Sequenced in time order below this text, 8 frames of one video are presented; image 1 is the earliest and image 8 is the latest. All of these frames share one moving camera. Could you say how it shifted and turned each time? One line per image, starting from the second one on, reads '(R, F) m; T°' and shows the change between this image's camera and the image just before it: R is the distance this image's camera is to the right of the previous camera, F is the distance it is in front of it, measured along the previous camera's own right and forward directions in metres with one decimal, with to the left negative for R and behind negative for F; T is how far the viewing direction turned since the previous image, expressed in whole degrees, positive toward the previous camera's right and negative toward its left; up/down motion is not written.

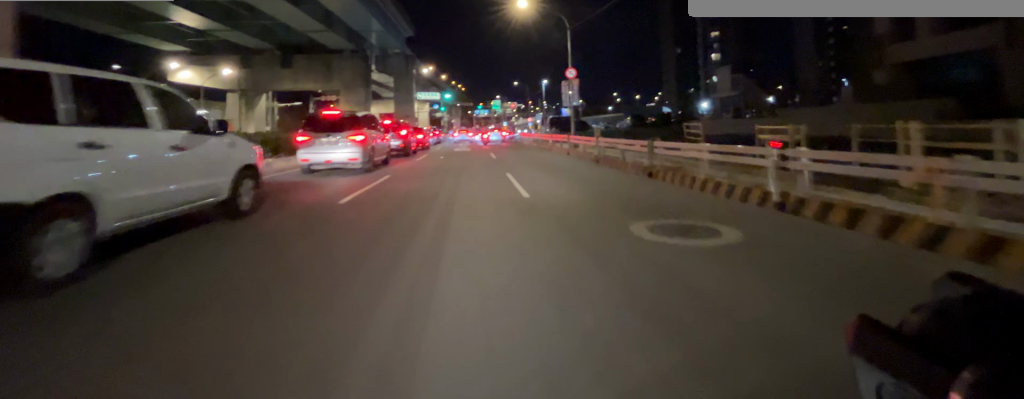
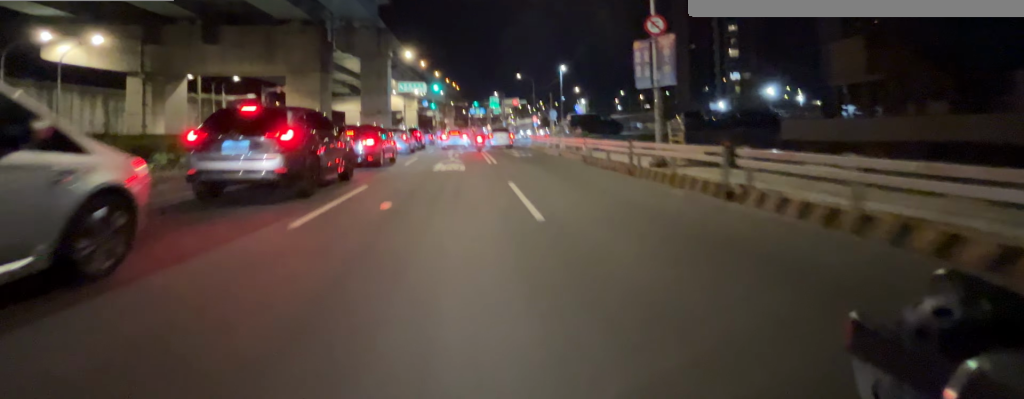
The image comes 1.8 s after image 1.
(-0.2, +12.0) m; -1°
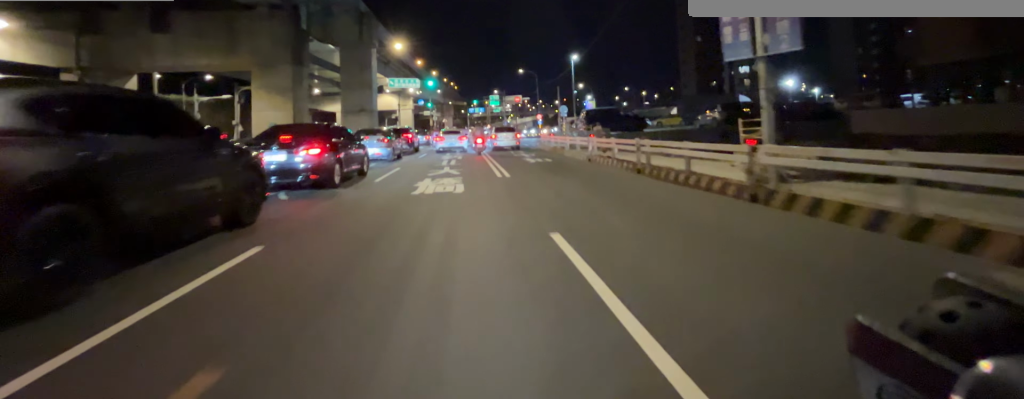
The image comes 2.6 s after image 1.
(0.0, +4.4) m; +1°
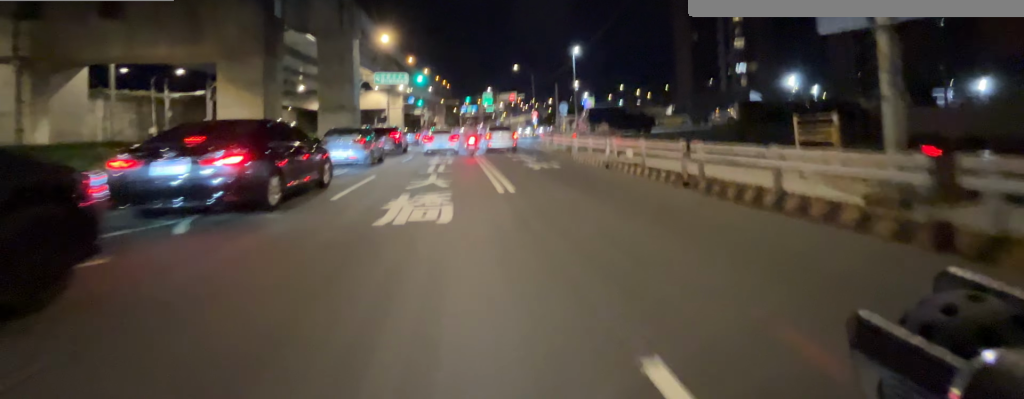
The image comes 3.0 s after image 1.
(0.0, +2.3) m; 0°
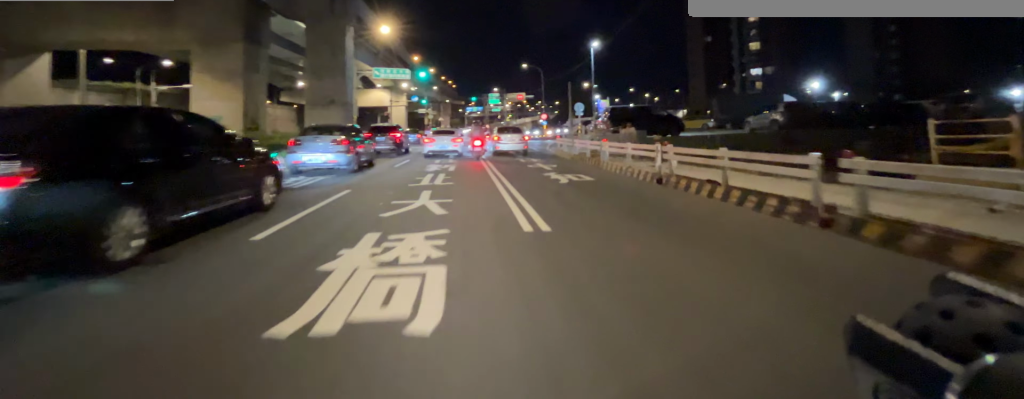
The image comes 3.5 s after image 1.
(0.0, +2.6) m; +1°
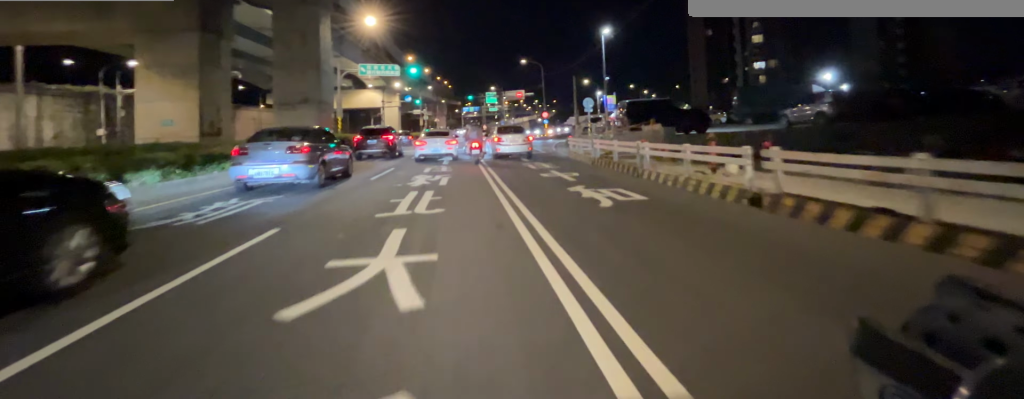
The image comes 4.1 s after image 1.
(0.0, +2.7) m; 0°
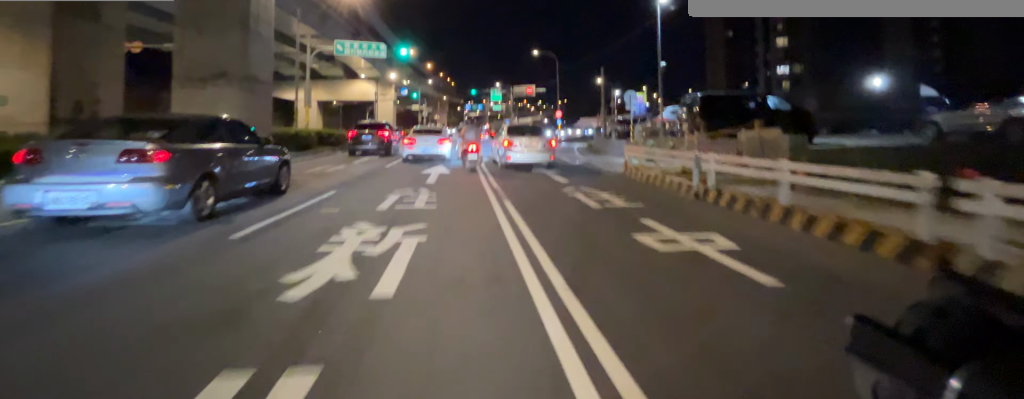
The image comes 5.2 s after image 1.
(-0.1, +5.2) m; -3°
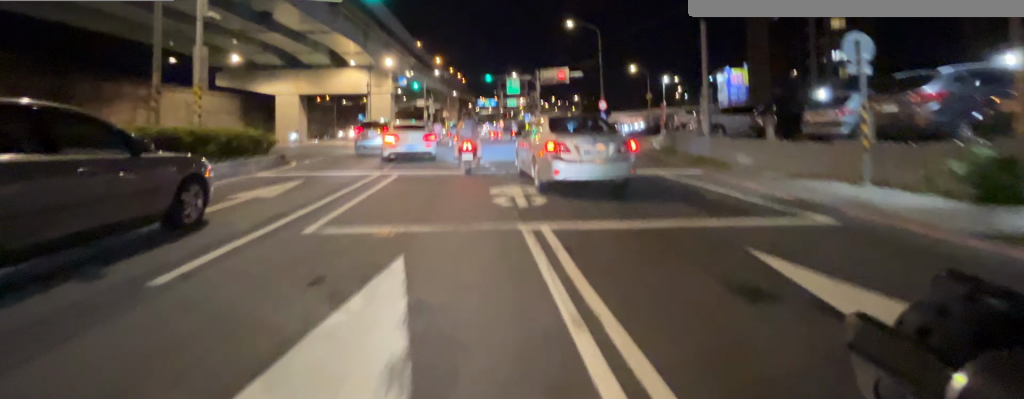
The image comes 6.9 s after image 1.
(-0.3, +8.8) m; -1°
